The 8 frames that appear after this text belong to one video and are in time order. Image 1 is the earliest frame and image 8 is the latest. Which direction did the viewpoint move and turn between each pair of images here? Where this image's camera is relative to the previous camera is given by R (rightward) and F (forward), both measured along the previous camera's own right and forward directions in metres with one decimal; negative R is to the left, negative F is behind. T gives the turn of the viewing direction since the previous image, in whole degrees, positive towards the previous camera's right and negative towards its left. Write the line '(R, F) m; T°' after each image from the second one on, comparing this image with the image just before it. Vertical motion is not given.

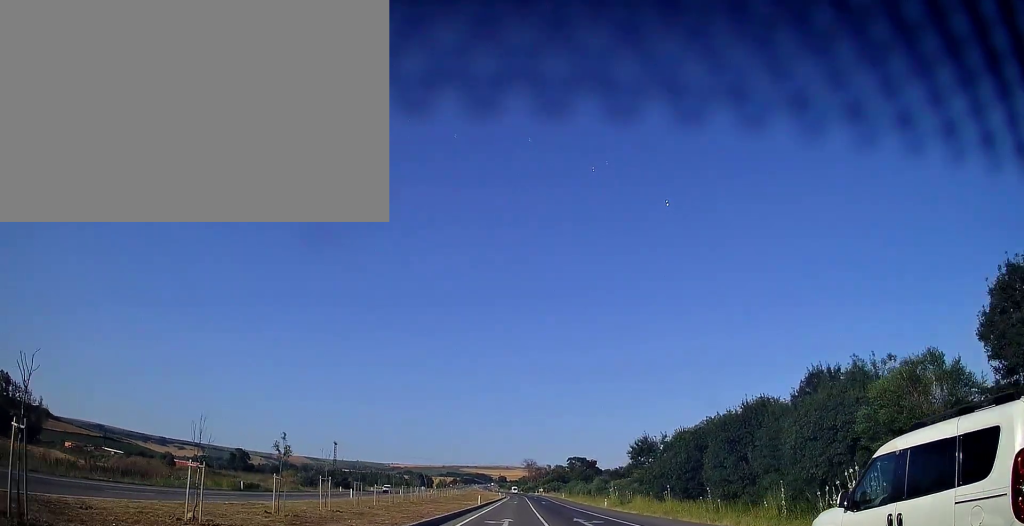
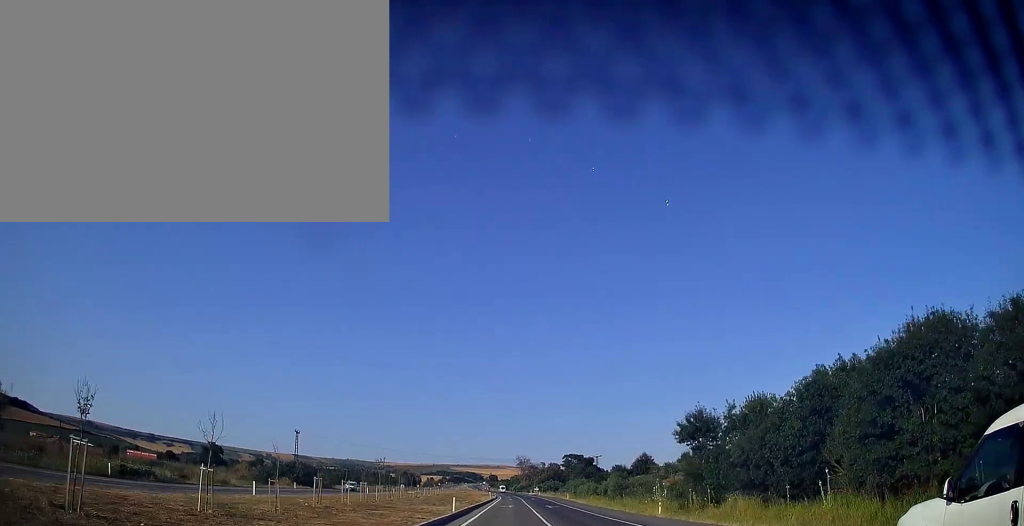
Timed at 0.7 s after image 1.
(+0.2, +21.6) m; +1°
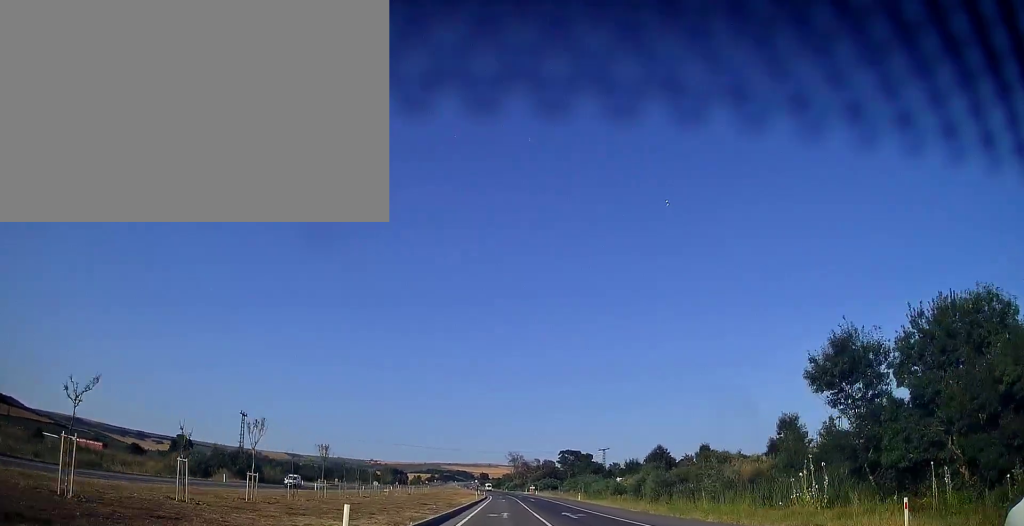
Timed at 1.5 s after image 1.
(+0.3, +22.7) m; +1°
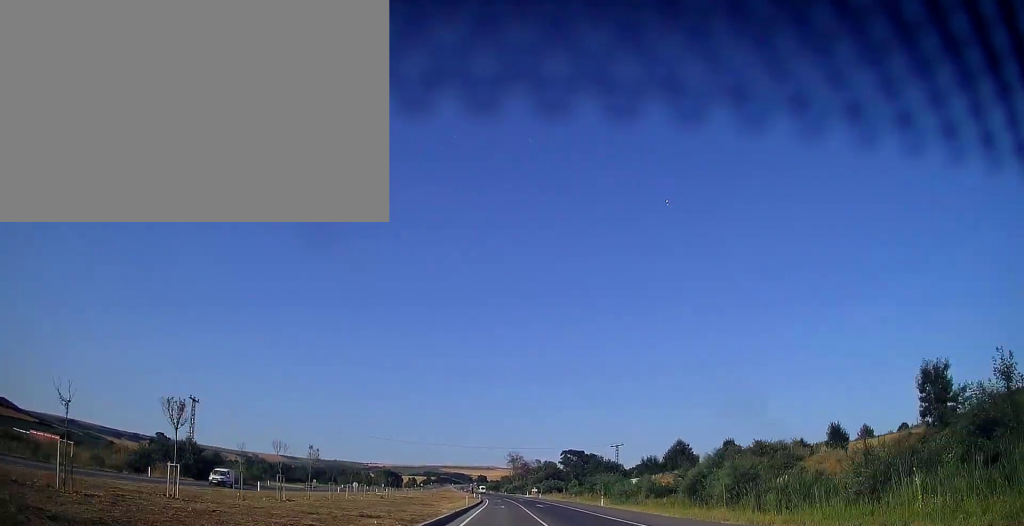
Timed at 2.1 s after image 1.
(0.0, +16.8) m; 0°
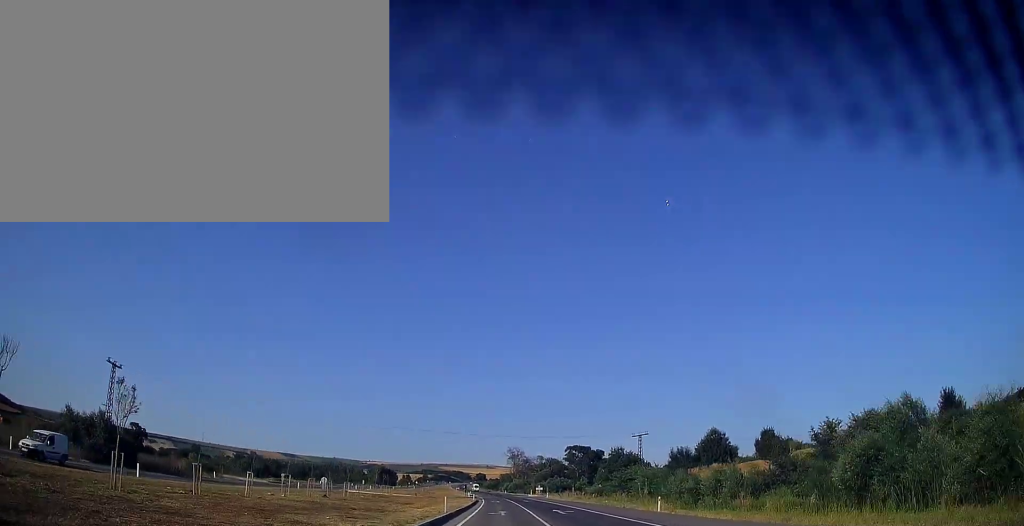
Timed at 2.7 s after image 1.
(0.0, +19.7) m; 0°
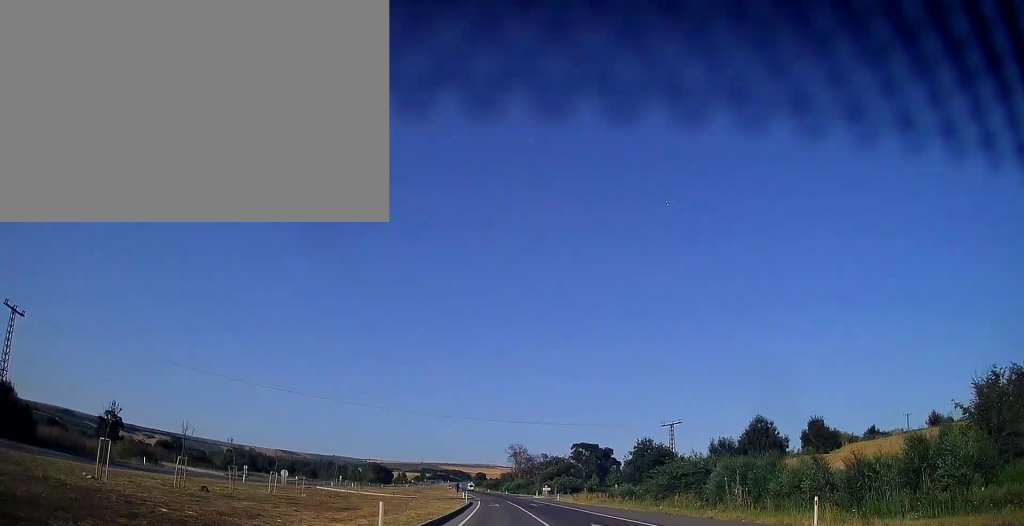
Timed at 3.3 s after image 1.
(0.0, +17.7) m; 0°
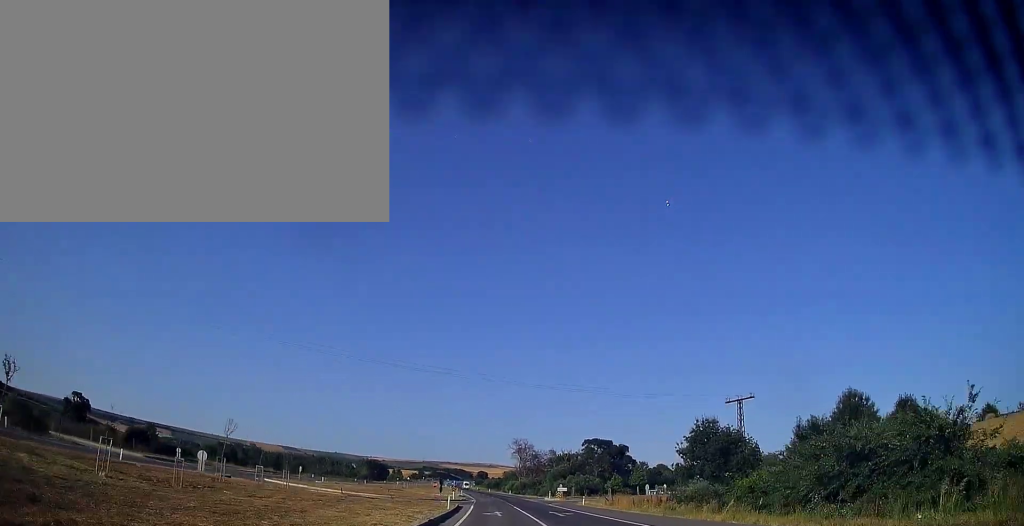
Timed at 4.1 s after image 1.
(0.0, +22.6) m; 0°
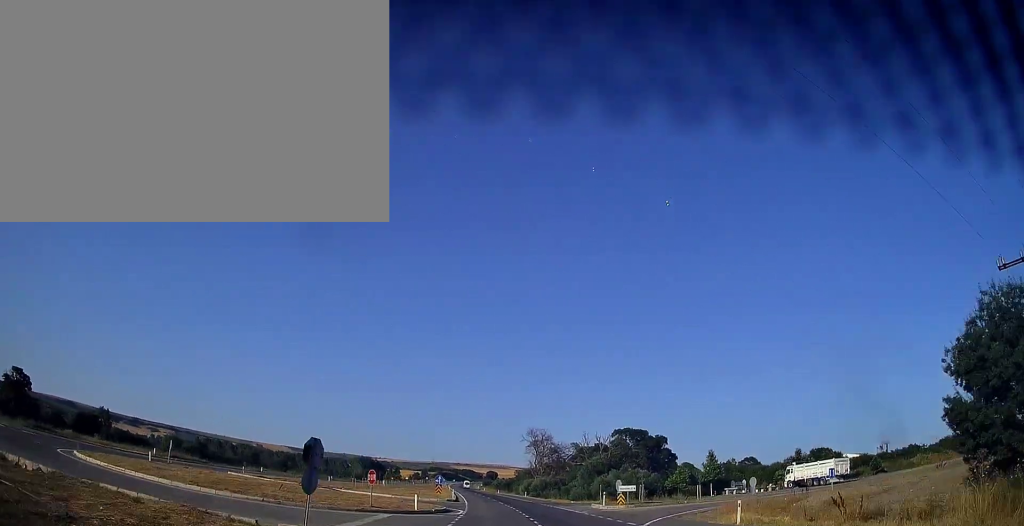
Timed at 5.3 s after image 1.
(0.0, +36.2) m; -1°
